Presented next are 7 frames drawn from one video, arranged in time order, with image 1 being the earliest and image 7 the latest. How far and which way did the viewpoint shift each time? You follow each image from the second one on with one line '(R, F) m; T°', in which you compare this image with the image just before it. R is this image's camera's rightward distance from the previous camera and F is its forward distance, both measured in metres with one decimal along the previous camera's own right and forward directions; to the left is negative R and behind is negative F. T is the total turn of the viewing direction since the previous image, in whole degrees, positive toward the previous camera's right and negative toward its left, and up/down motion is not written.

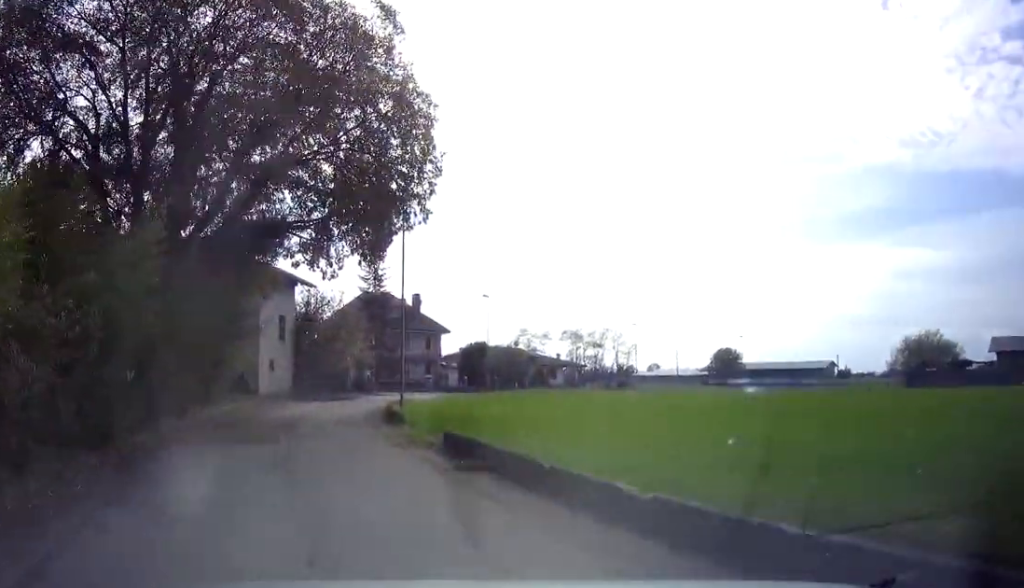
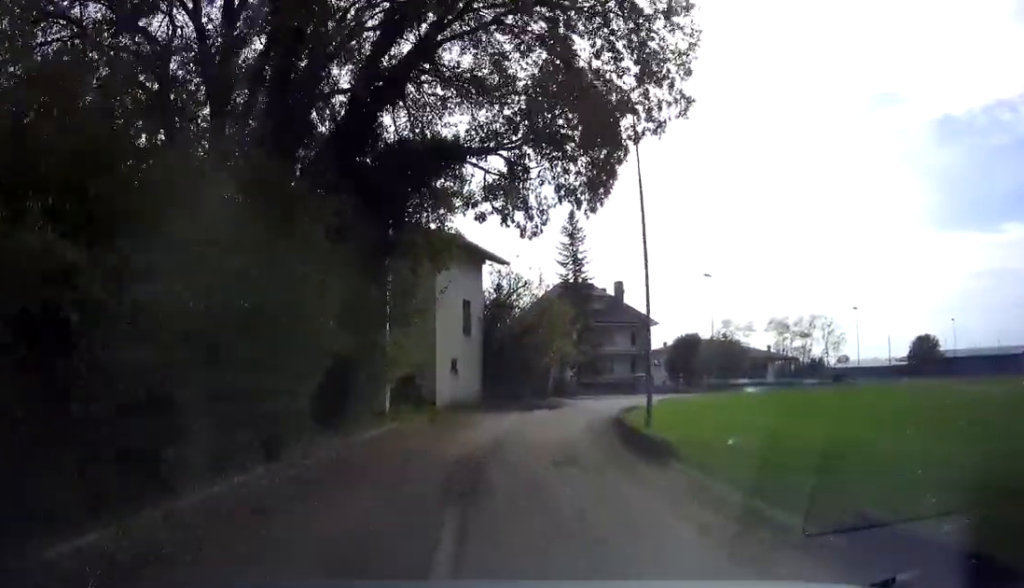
(0.0, +8.3) m; 0°
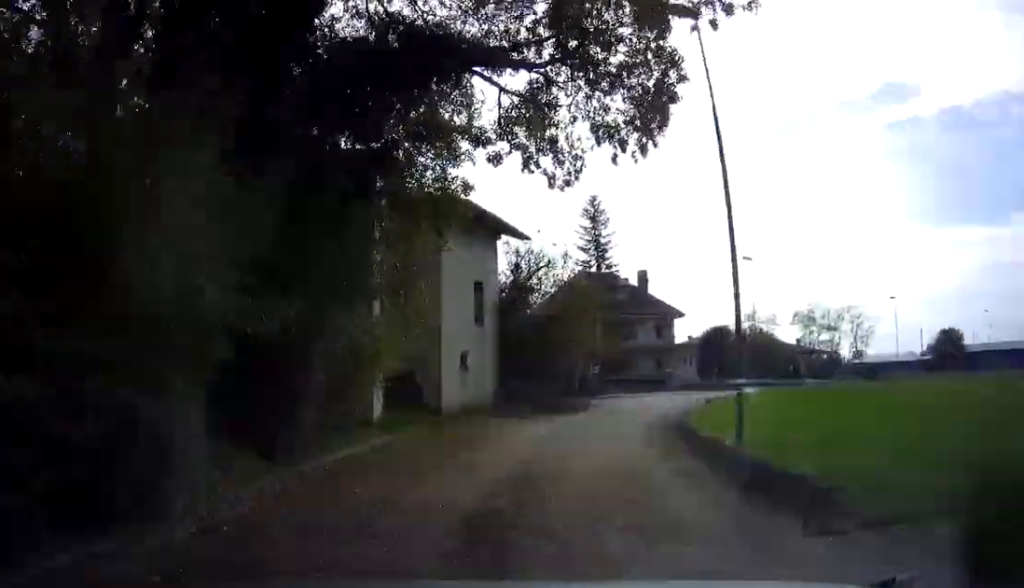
(0.0, +4.5) m; 0°
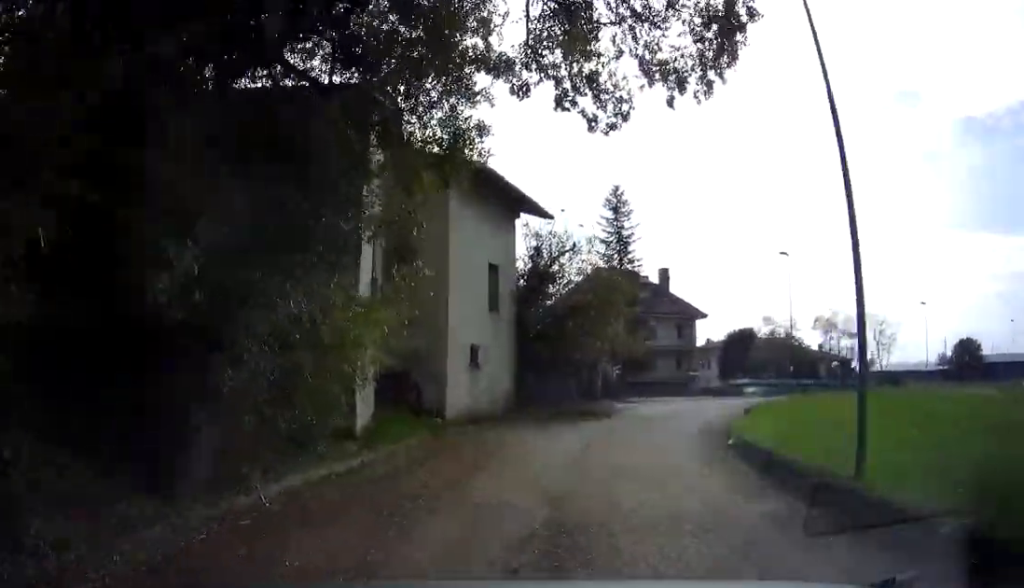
(0.0, +3.1) m; 0°
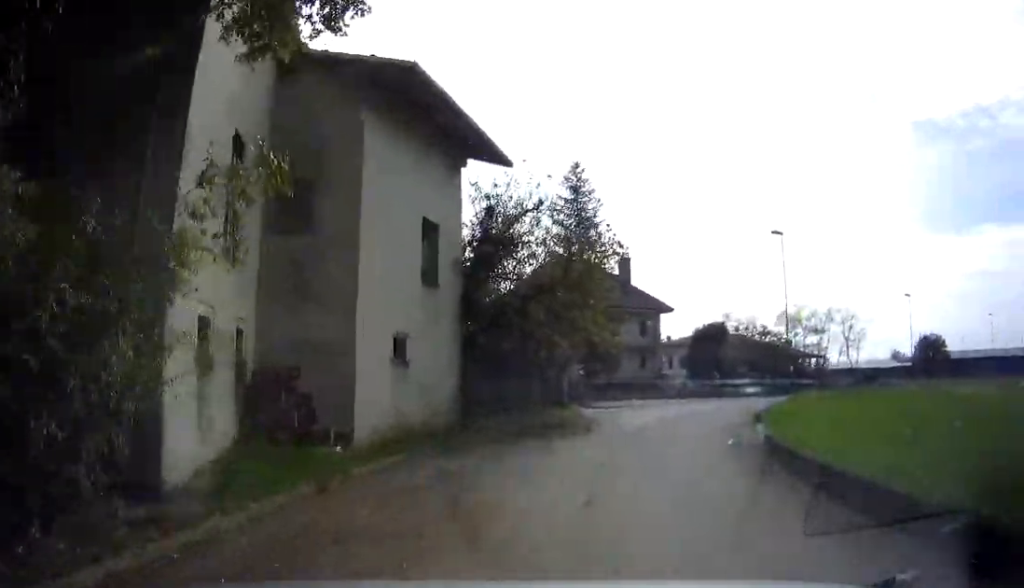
(0.0, +5.3) m; 0°
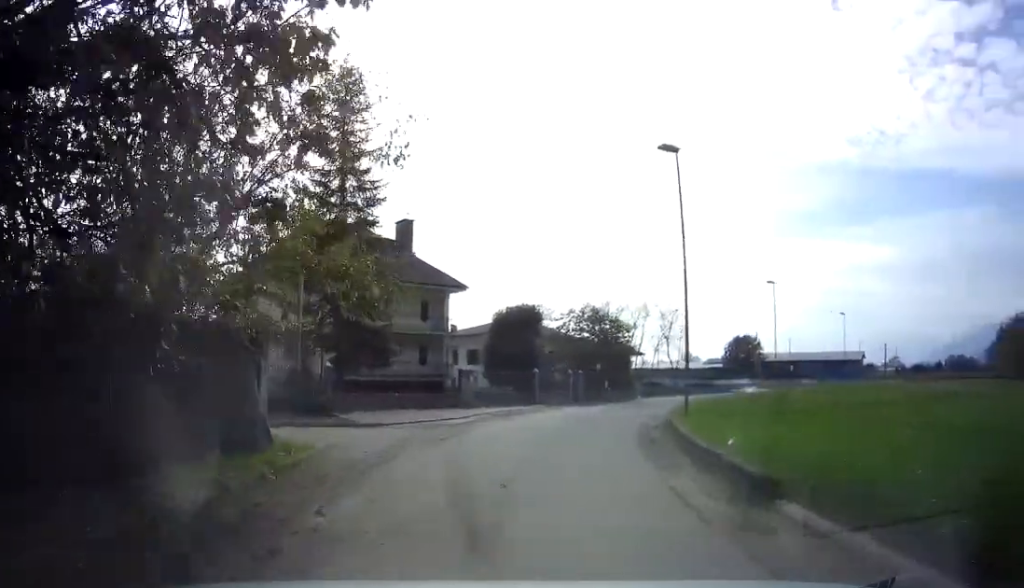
(0.0, +12.4) m; 0°
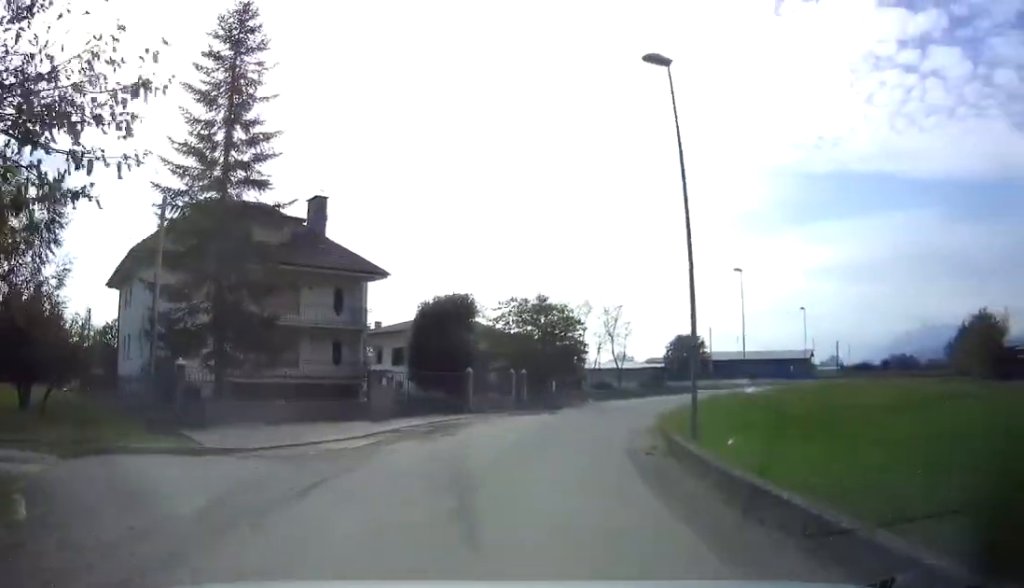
(0.0, +5.3) m; 0°
